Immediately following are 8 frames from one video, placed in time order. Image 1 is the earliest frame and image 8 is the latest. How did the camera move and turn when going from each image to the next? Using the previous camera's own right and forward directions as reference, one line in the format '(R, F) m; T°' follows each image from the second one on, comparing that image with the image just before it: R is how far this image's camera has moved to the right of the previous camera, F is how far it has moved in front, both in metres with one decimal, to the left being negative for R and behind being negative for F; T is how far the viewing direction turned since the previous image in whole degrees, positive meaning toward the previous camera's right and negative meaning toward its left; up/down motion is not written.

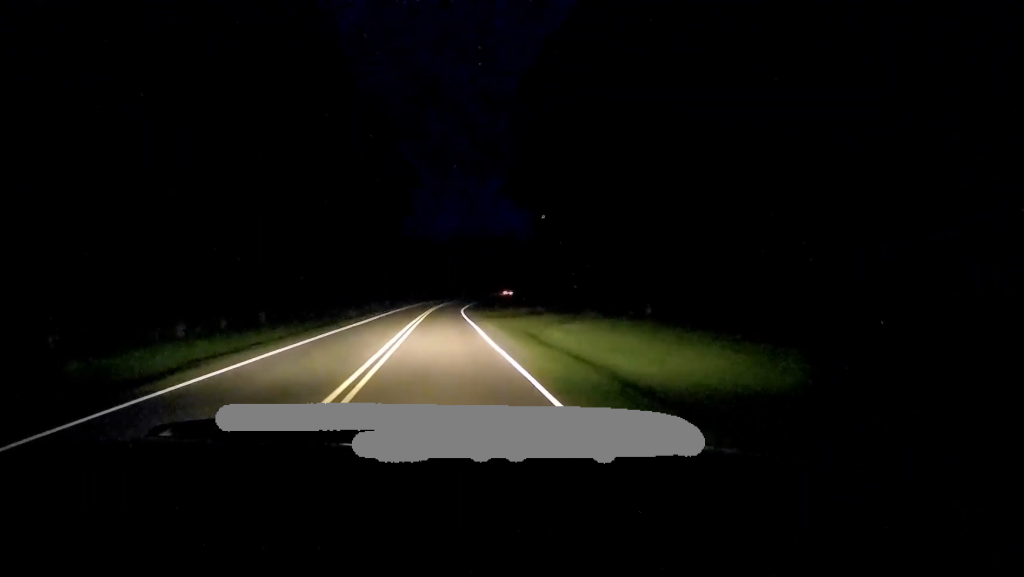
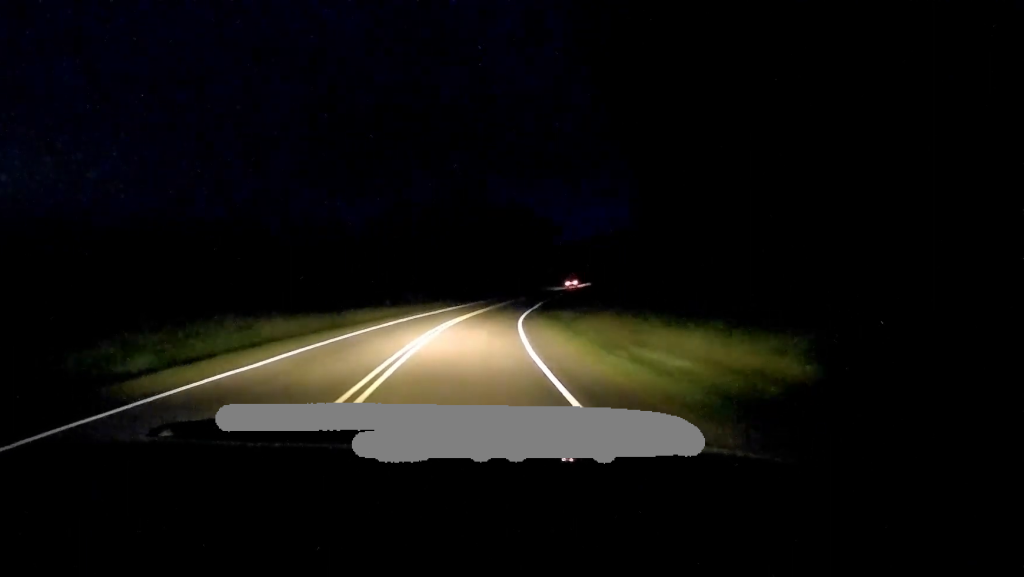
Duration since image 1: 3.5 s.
(+1.3, +92.4) m; +3°
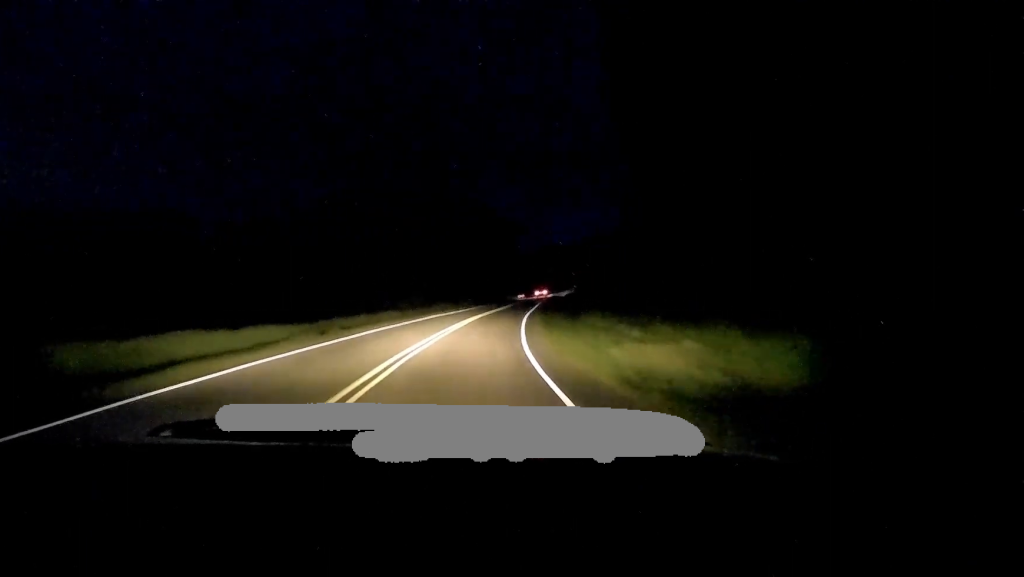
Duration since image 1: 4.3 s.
(+0.5, +20.9) m; +4°
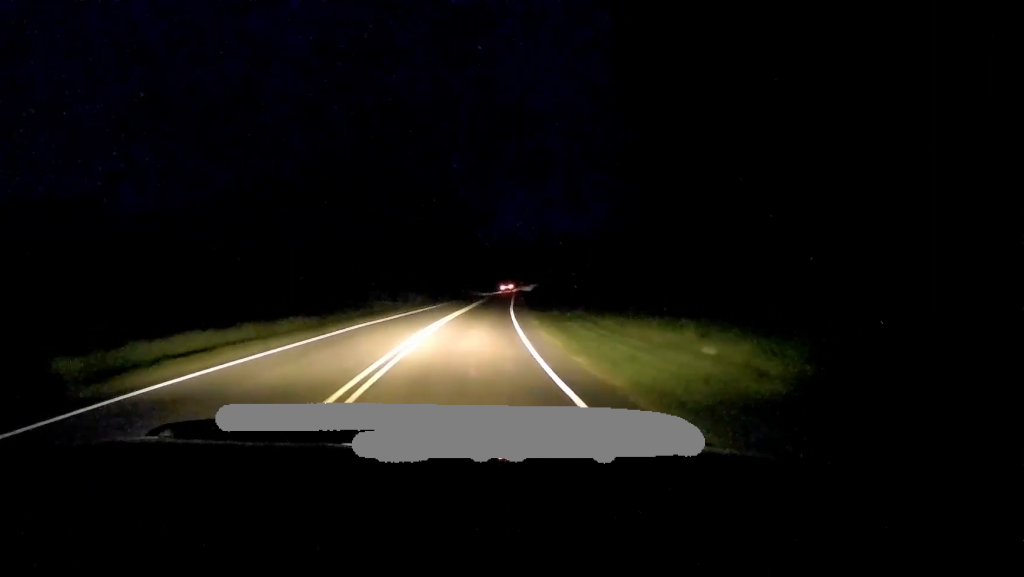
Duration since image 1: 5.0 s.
(+0.7, +16.5) m; +3°
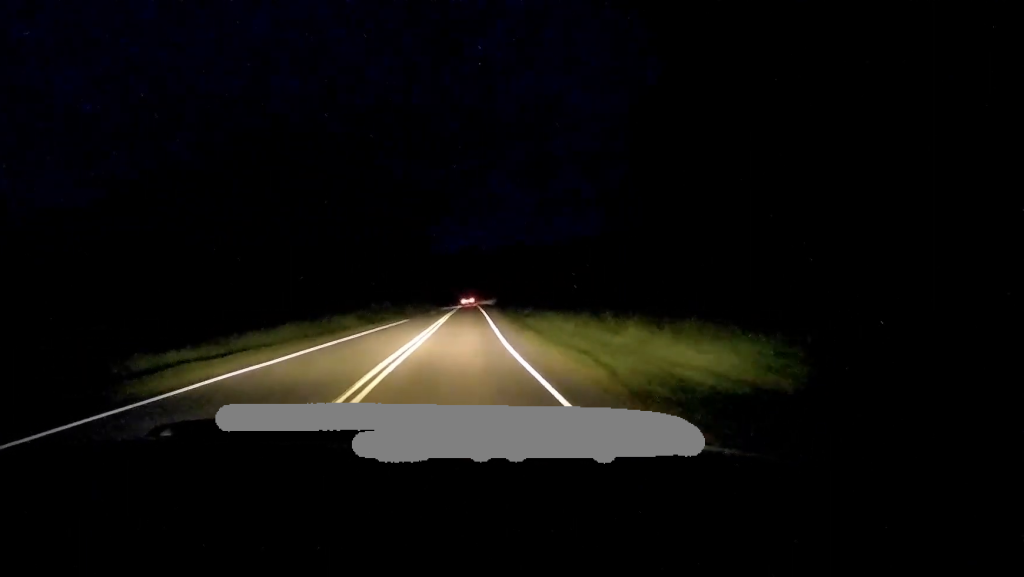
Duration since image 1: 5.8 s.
(+0.8, +21.8) m; +4°
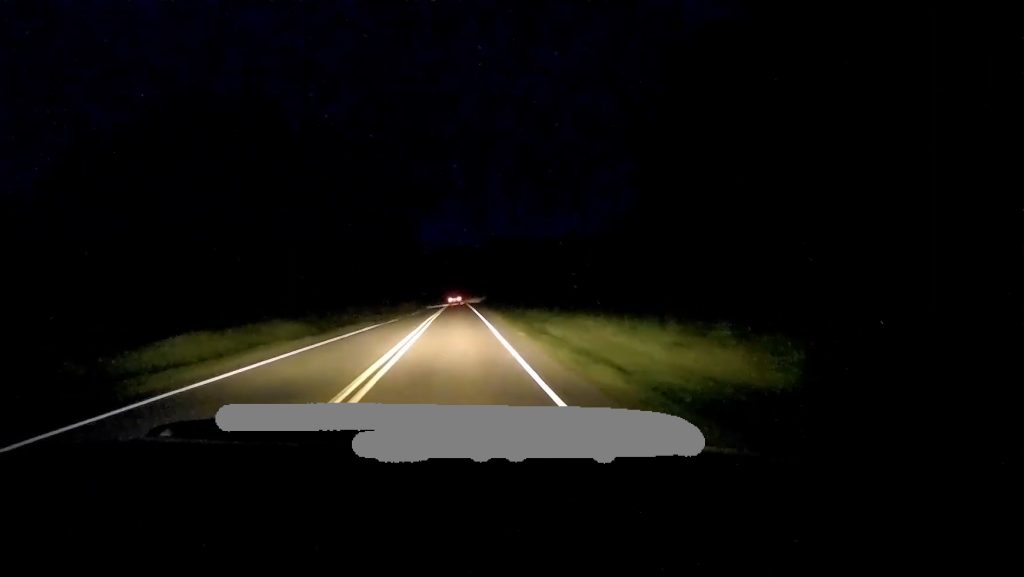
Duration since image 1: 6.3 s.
(0.0, +13.1) m; +2°
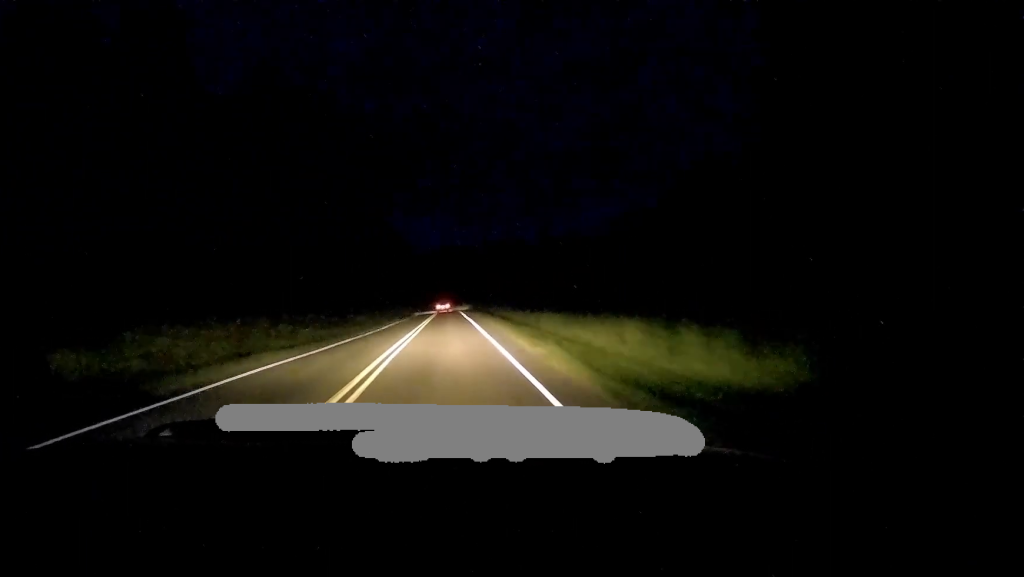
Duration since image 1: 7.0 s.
(+0.9, +19.2) m; +3°
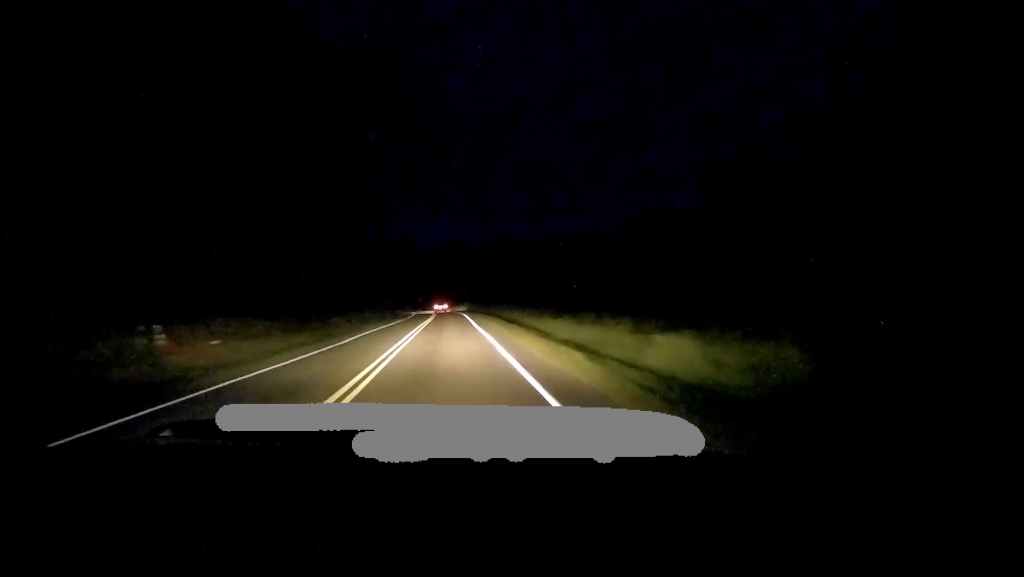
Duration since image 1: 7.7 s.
(+0.4, +16.7) m; +2°
